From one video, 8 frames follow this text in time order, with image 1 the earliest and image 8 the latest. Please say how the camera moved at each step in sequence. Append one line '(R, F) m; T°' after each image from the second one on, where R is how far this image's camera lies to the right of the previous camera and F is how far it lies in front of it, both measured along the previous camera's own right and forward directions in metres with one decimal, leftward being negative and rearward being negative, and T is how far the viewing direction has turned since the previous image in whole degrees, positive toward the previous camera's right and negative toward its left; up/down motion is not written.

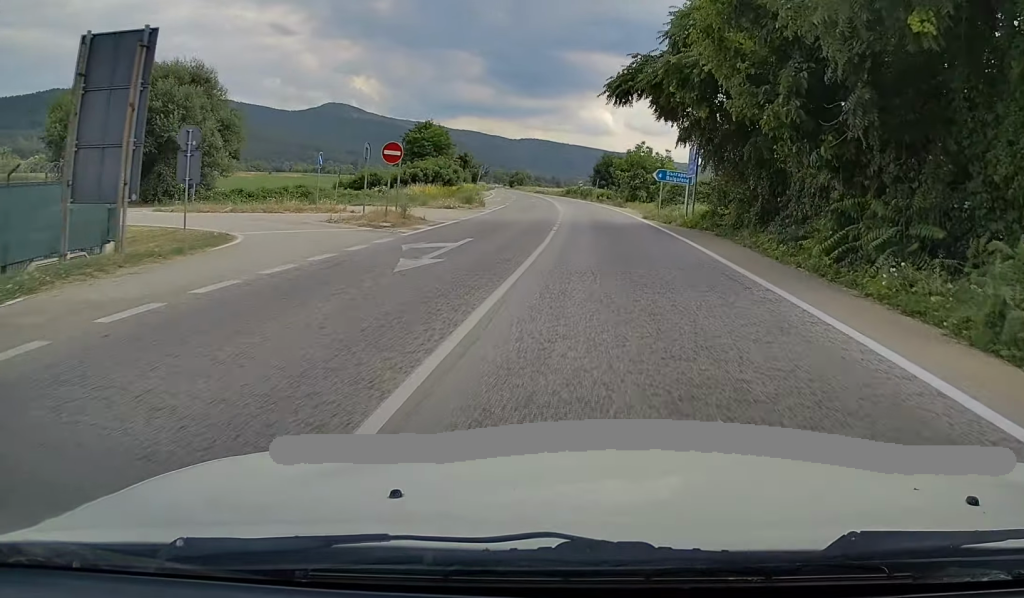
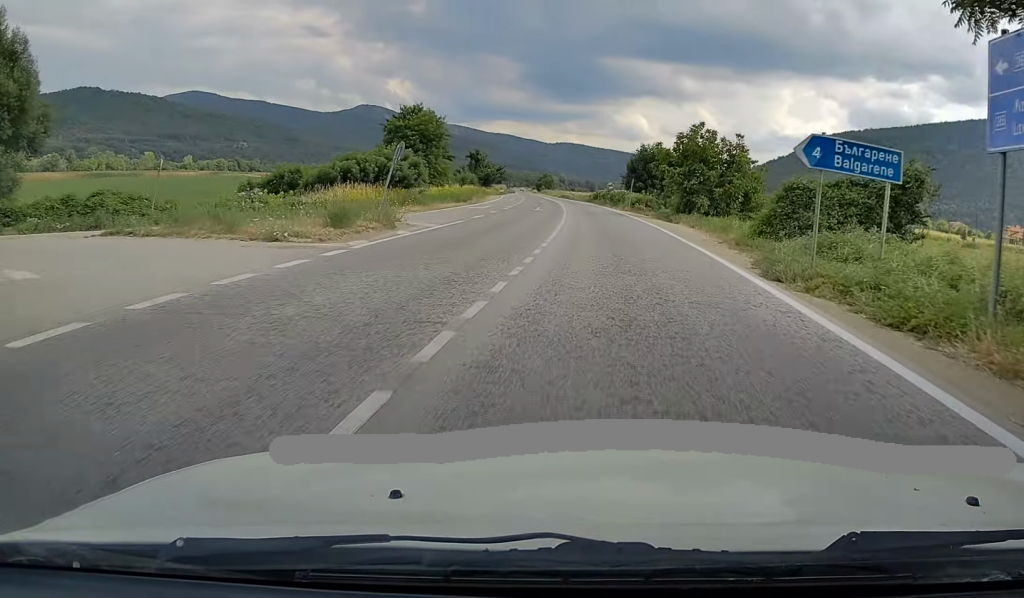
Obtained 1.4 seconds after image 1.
(-0.6, +24.3) m; -3°
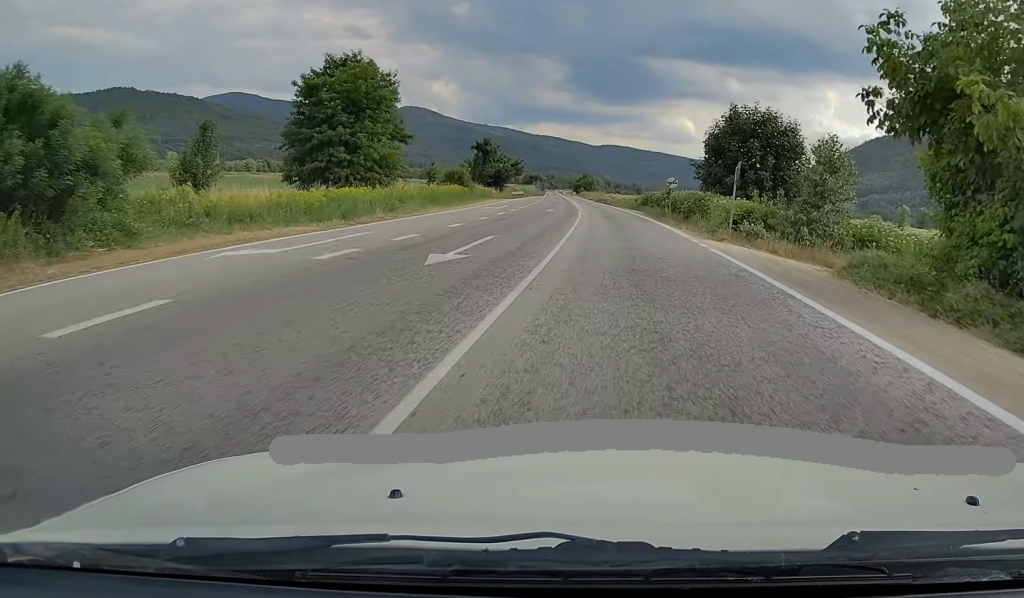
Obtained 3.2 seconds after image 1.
(-1.1, +34.5) m; -3°
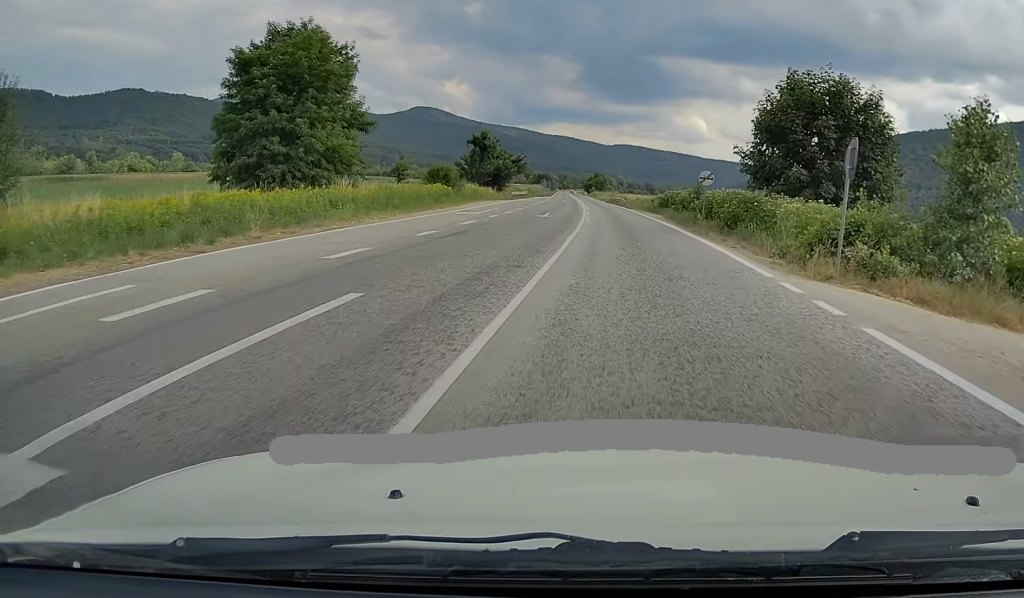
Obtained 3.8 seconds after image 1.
(0.0, +11.0) m; -1°
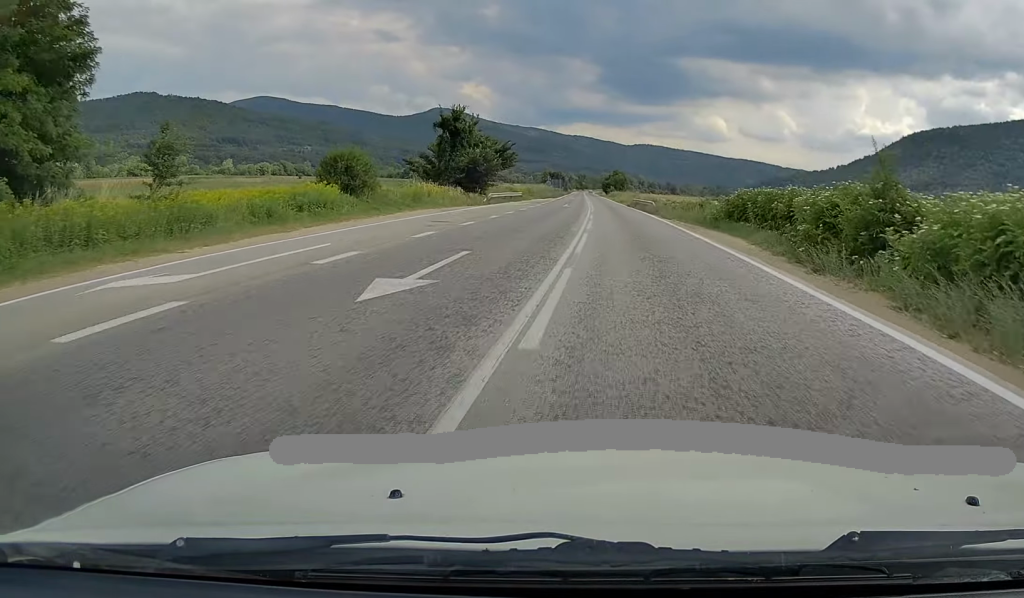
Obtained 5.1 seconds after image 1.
(-0.6, +26.9) m; -2°
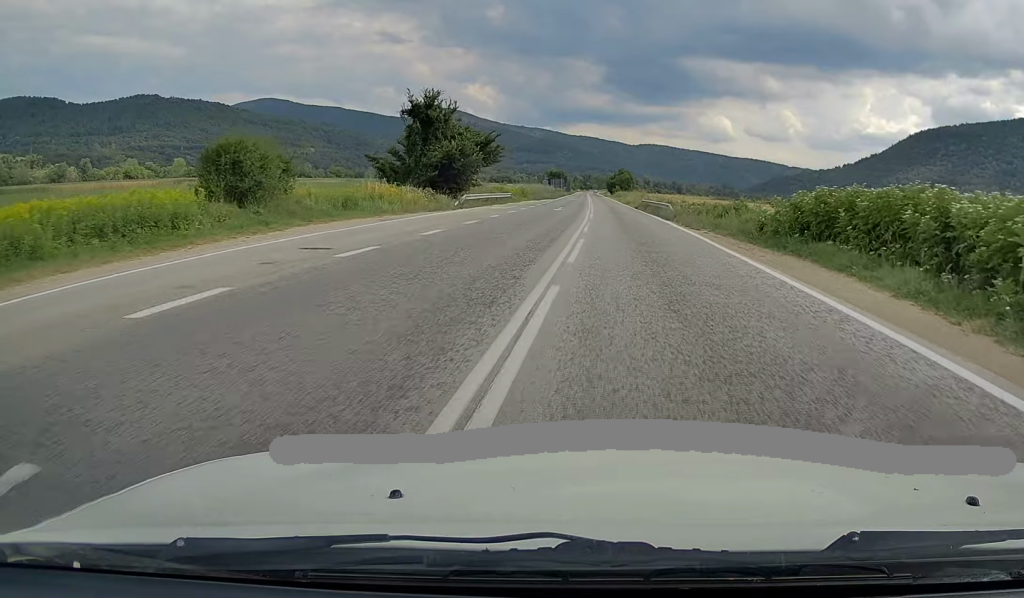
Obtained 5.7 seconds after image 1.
(-0.1, +11.7) m; 0°
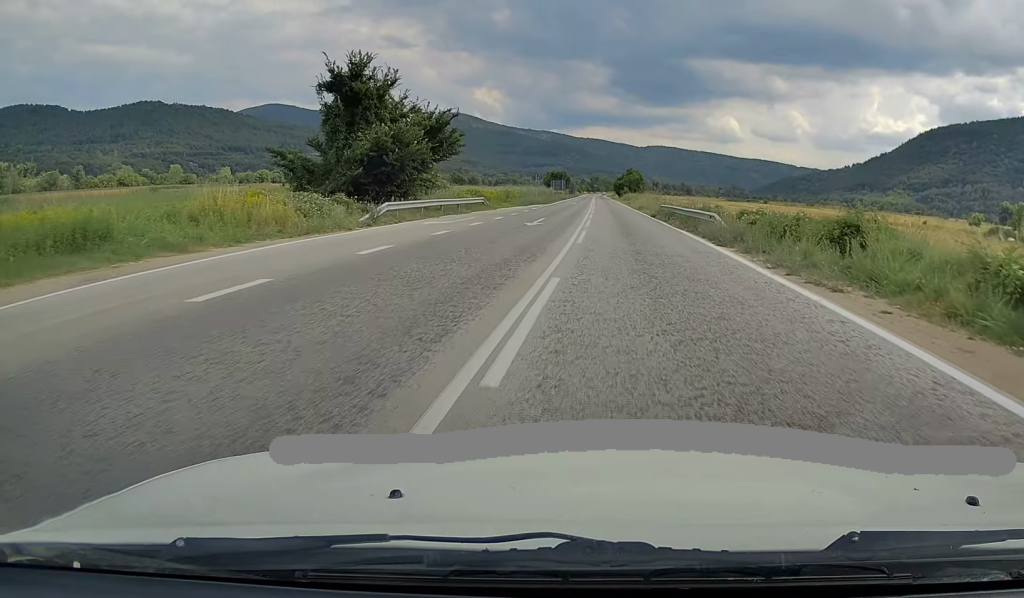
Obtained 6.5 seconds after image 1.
(-0.1, +17.6) m; 0°
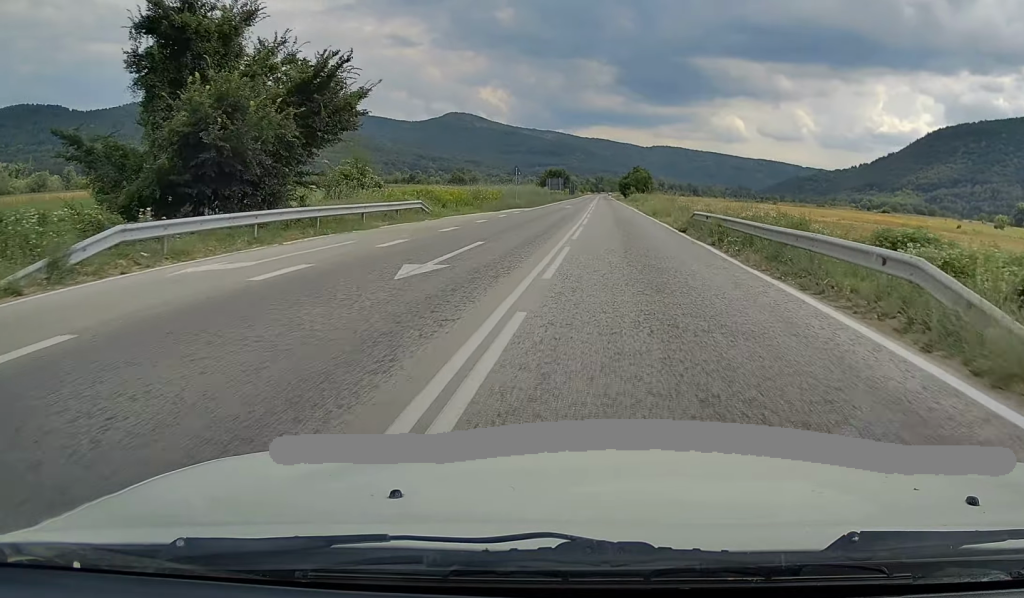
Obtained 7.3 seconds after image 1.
(0.0, +17.3) m; 0°
